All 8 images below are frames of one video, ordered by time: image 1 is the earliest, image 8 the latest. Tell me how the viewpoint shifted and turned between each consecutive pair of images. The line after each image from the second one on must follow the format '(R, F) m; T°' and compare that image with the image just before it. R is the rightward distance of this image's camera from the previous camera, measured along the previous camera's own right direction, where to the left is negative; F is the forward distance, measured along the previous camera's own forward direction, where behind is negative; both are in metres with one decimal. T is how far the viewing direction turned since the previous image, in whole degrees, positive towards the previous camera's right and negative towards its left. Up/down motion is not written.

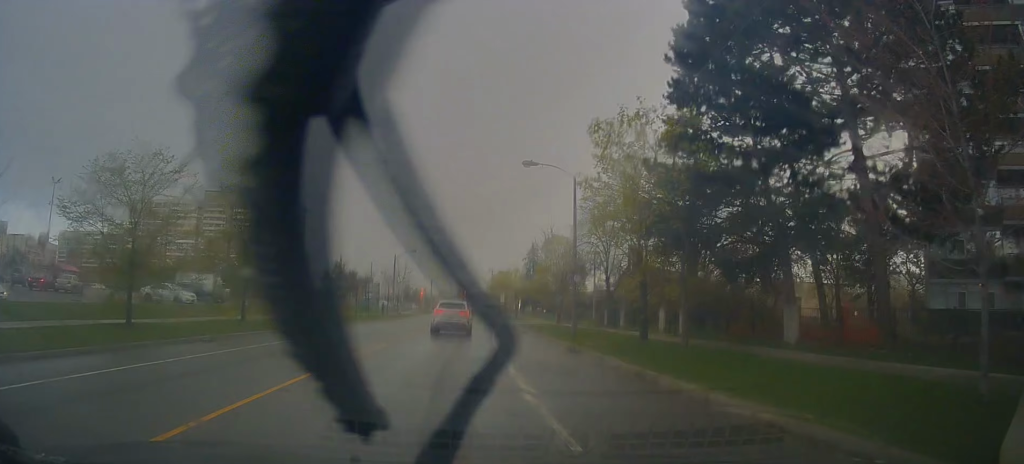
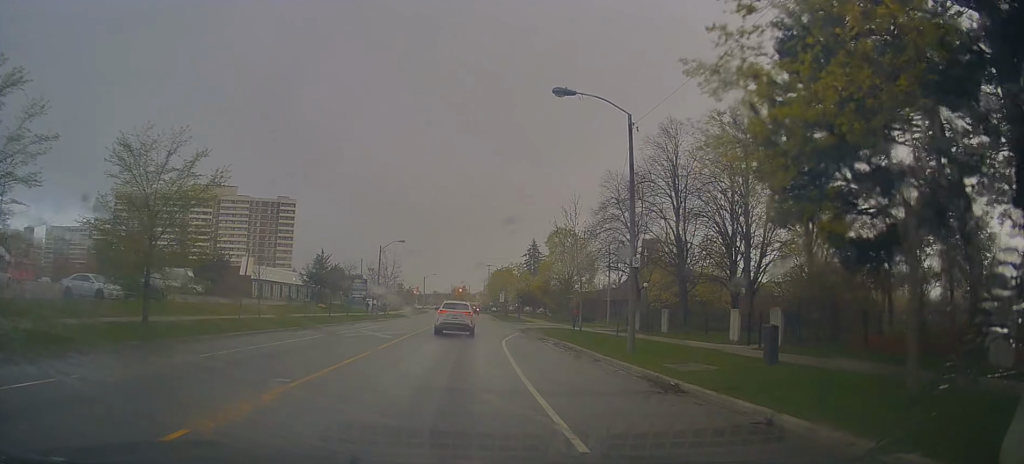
(+0.2, +9.8) m; +2°
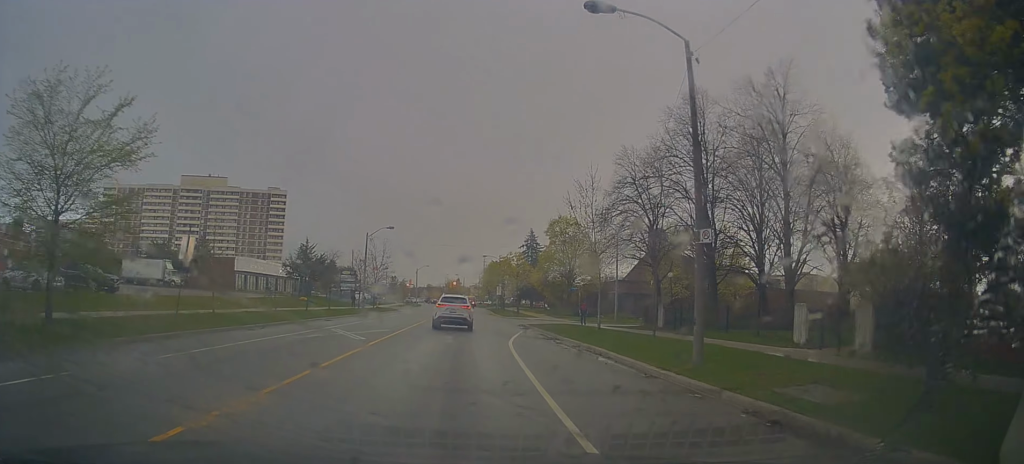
(0.0, +5.1) m; 0°
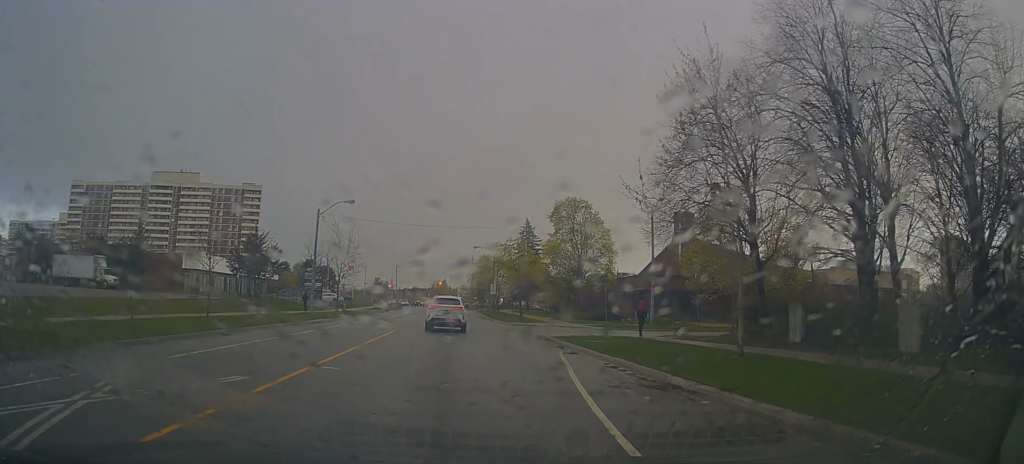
(+0.2, +15.1) m; +1°
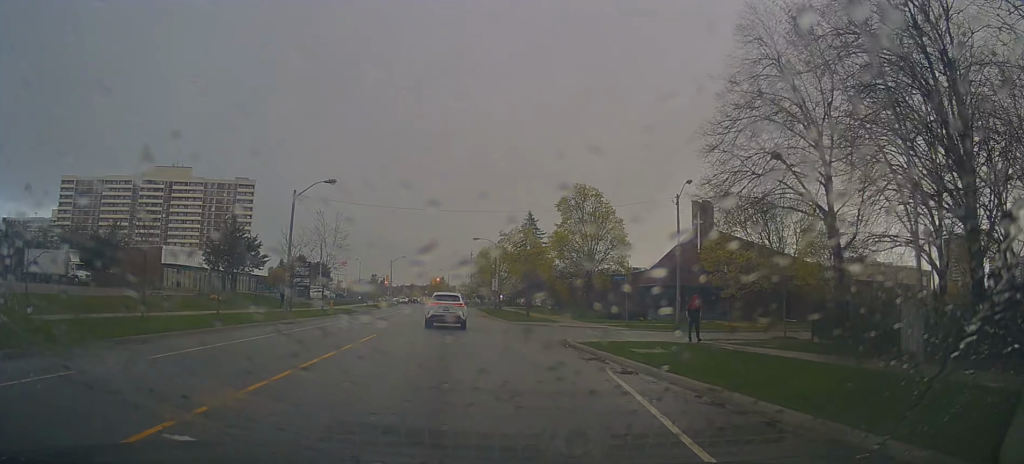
(0.0, +6.1) m; 0°
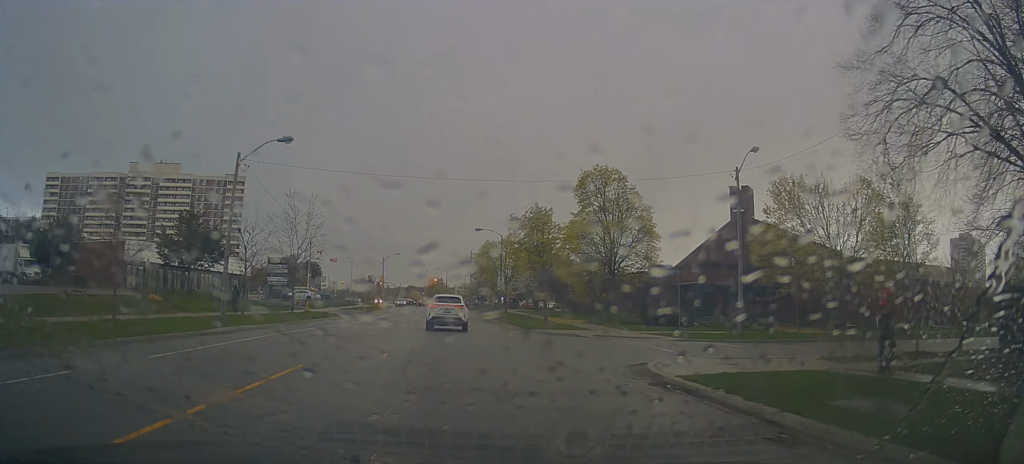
(-0.1, +9.2) m; -1°
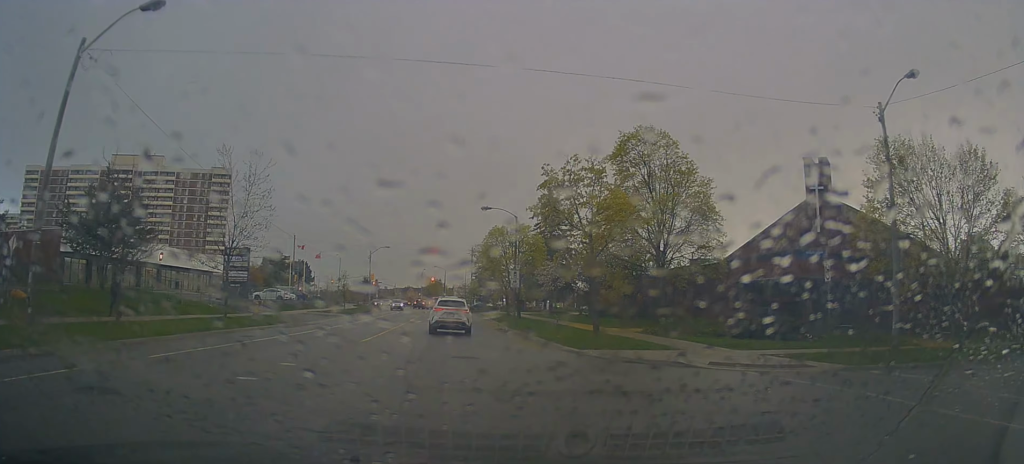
(+0.1, +12.5) m; +2°
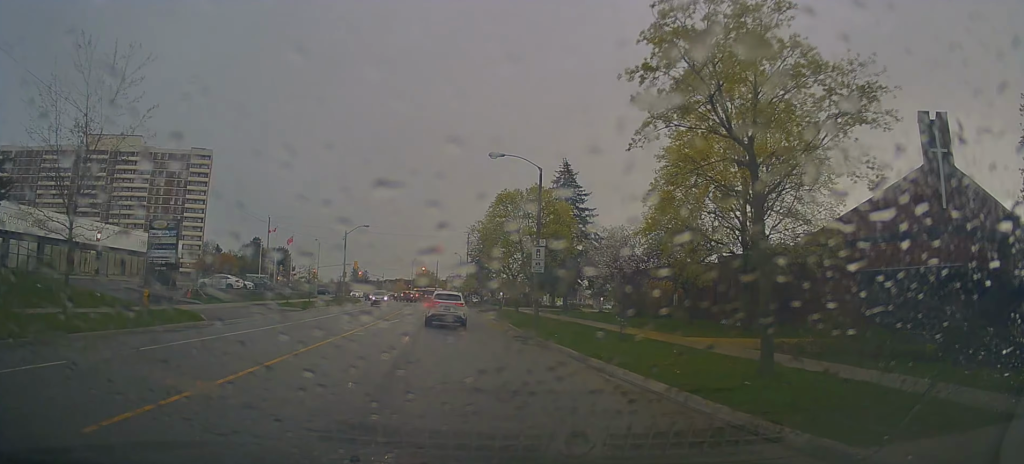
(-0.3, +13.4) m; 0°
